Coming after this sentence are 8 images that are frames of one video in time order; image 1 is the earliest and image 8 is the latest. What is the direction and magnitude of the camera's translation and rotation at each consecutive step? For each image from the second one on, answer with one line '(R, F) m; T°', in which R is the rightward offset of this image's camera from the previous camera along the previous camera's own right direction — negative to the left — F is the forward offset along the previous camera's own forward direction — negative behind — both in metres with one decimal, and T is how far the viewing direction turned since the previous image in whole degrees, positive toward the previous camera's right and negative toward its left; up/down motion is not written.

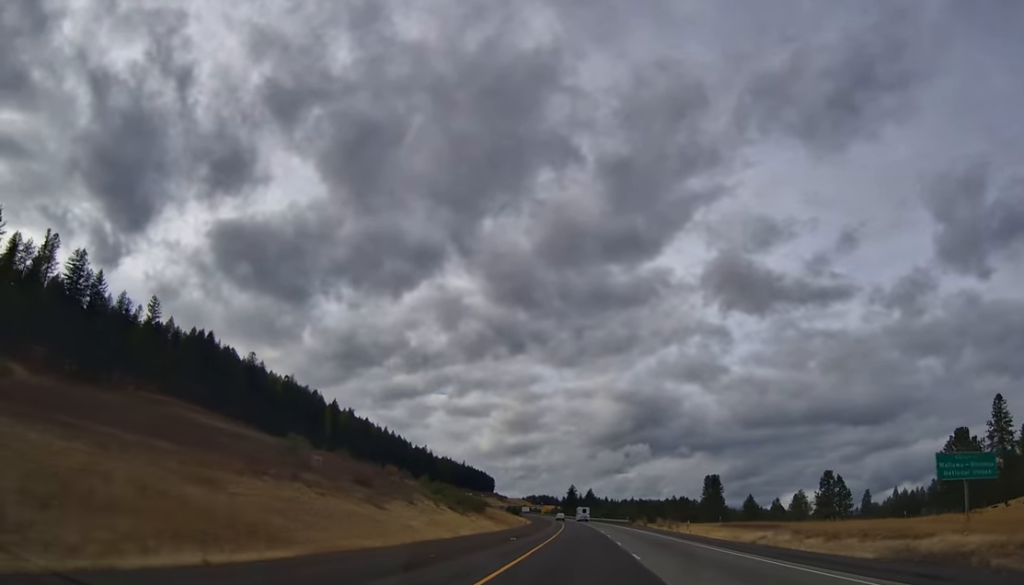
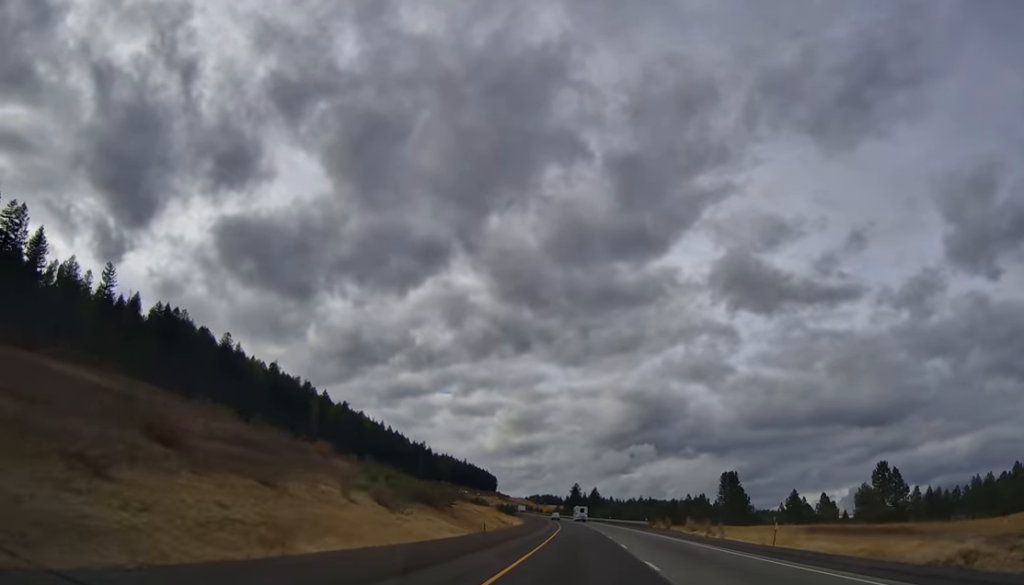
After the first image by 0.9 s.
(-0.5, +28.6) m; 0°
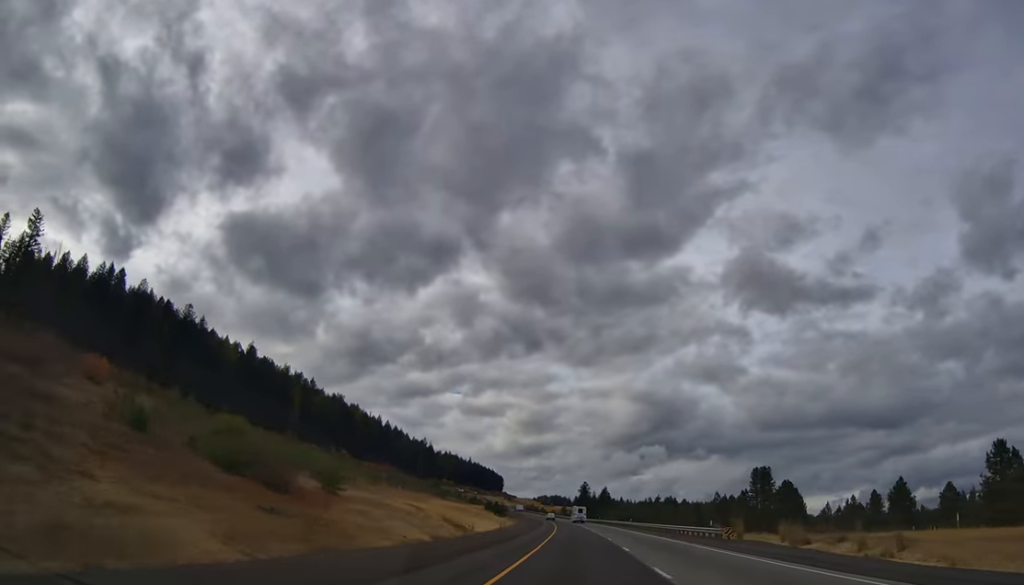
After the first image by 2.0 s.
(+0.8, +38.3) m; +1°
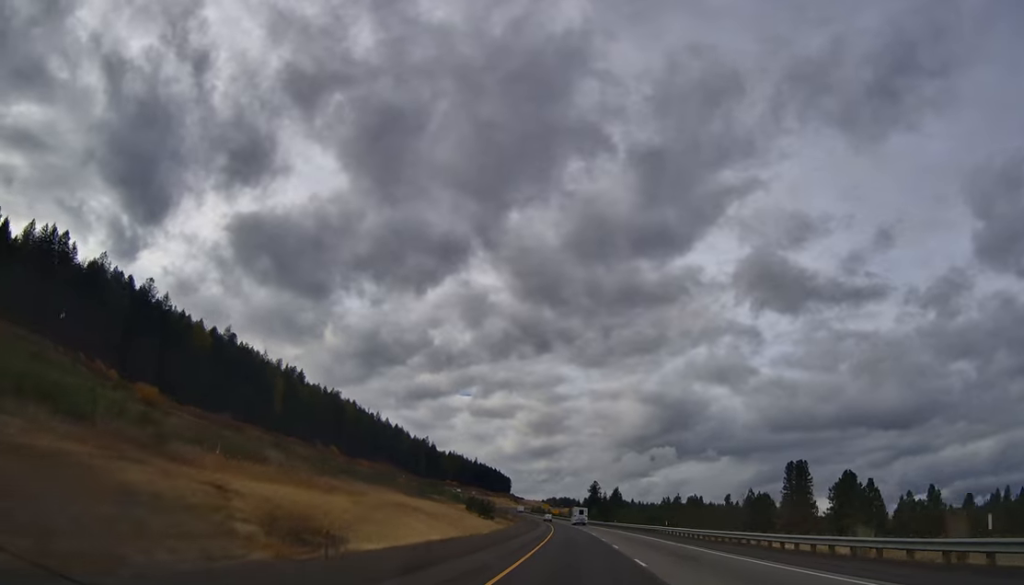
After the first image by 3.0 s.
(-0.3, +31.8) m; -2°
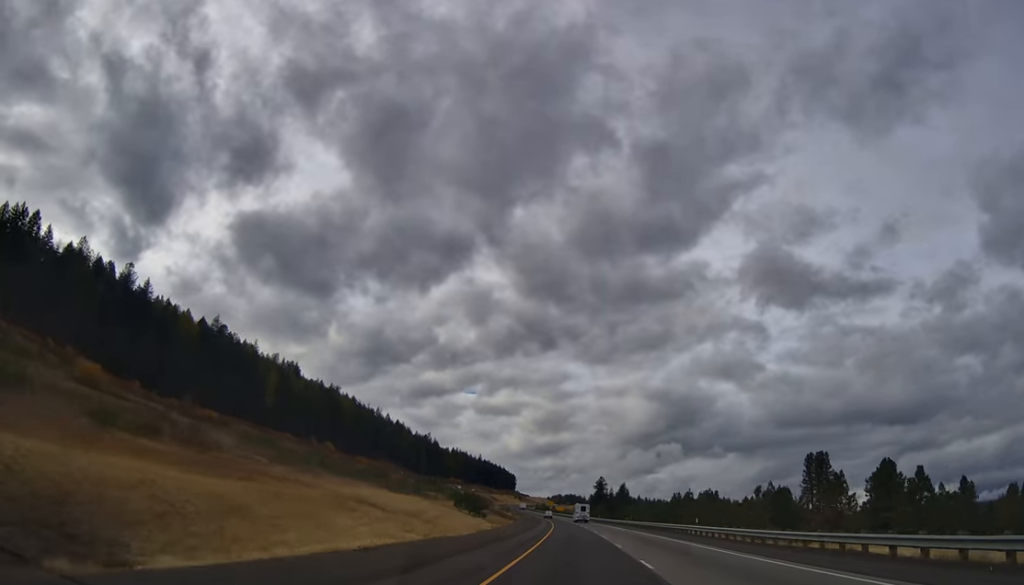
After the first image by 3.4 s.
(-0.4, +14.3) m; 0°
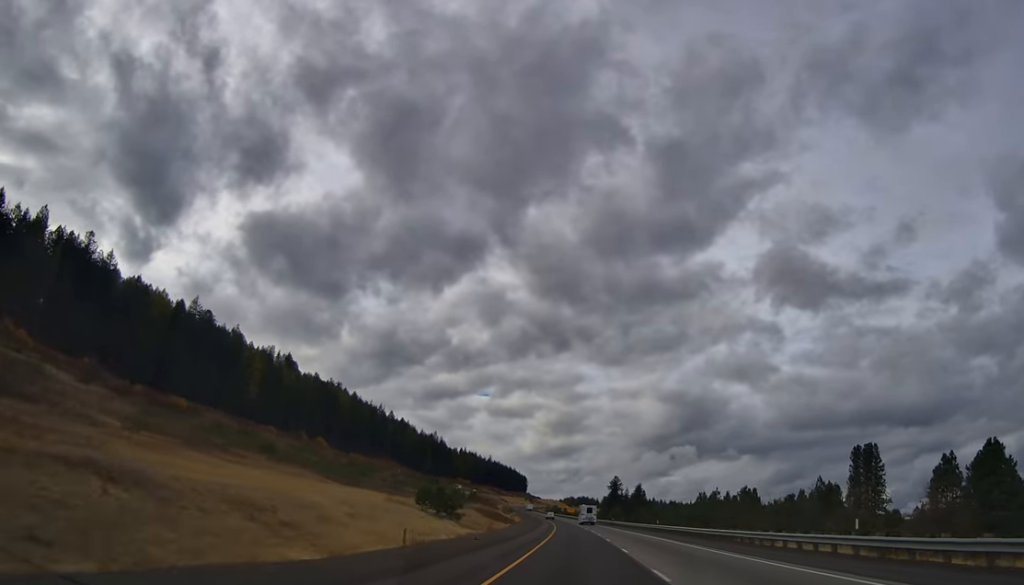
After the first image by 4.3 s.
(-0.2, +27.4) m; 0°
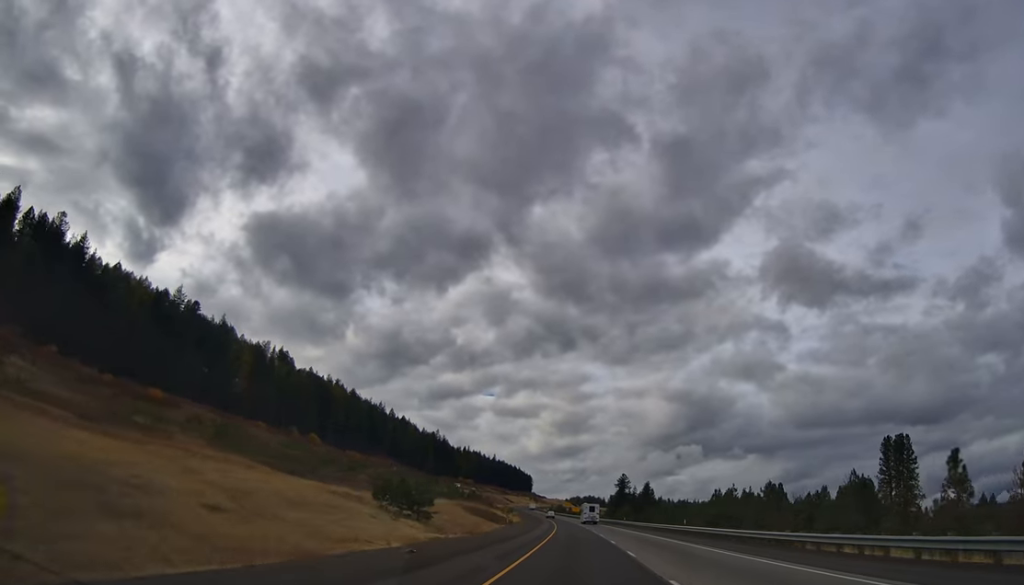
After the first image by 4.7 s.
(+0.3, +15.4) m; 0°
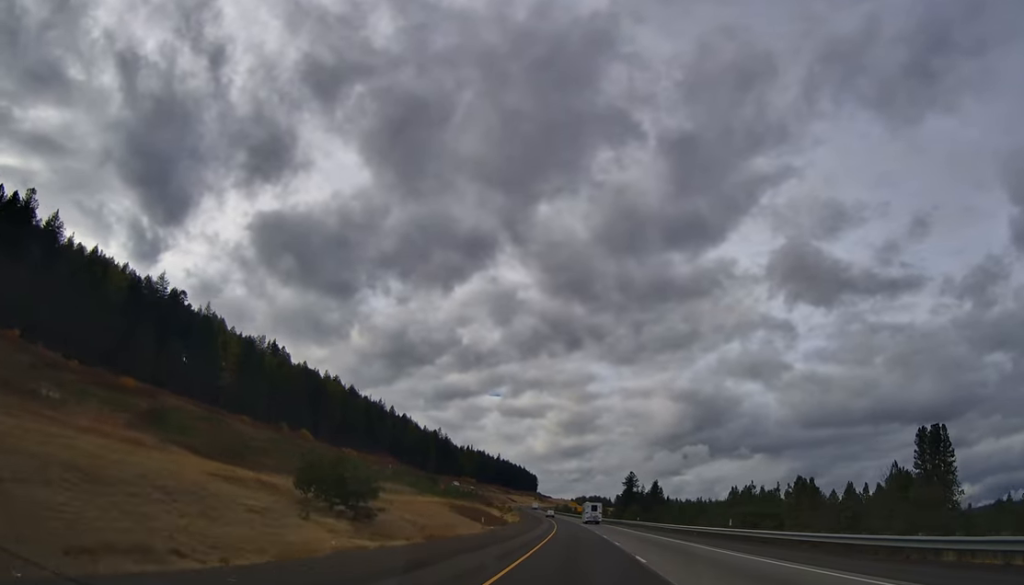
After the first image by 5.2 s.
(-0.1, +15.4) m; -1°
